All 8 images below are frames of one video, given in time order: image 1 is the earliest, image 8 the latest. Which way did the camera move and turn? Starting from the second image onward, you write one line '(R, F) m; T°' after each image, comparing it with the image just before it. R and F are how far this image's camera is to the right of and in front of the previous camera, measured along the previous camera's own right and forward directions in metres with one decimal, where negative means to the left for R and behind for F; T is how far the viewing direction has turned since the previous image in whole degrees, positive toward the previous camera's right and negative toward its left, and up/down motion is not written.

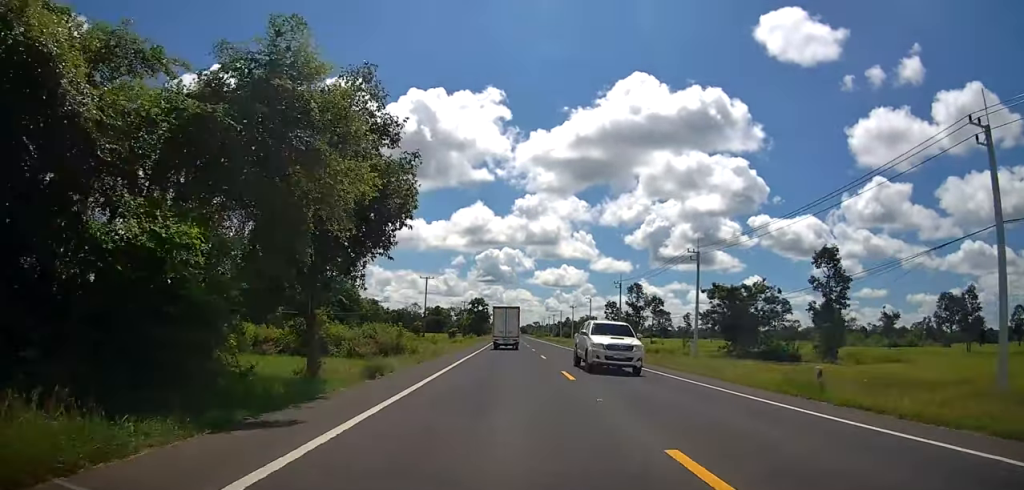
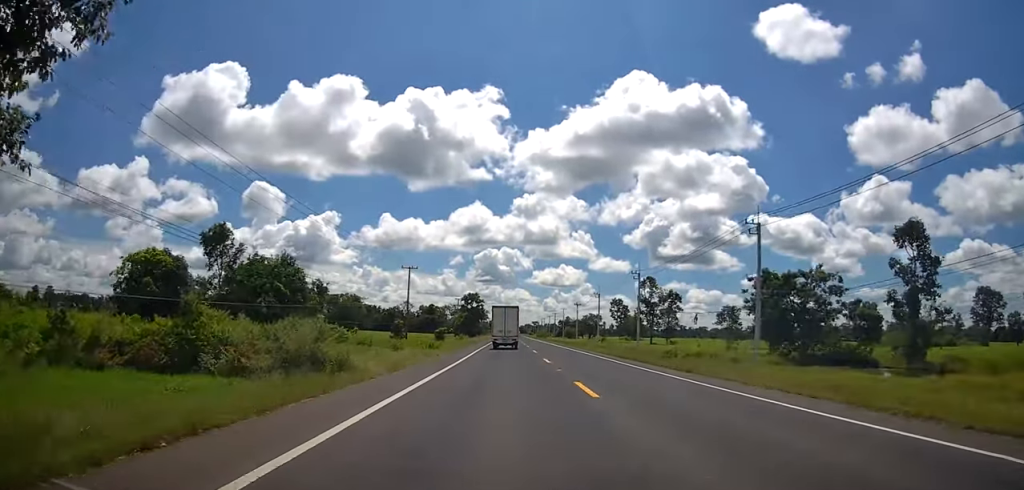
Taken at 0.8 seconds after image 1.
(0.0, +16.1) m; 0°
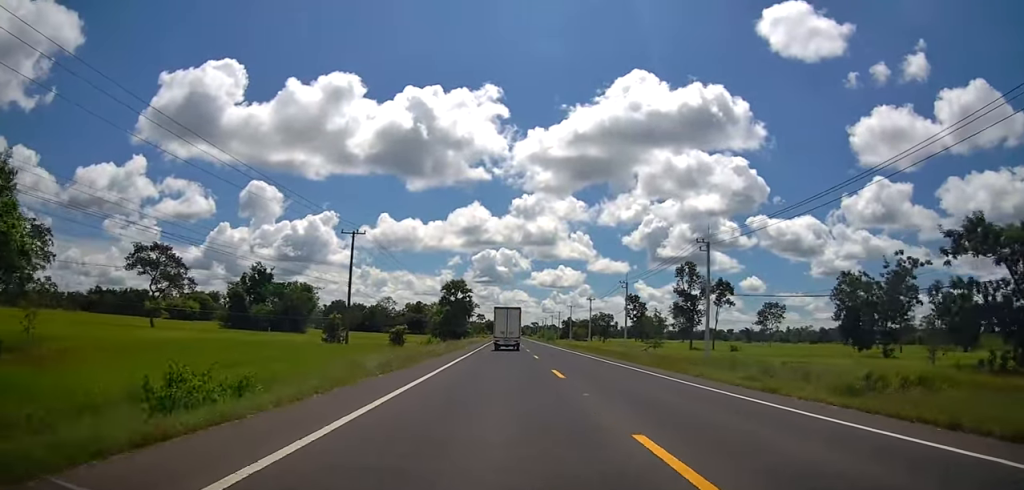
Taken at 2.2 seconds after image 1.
(0.0, +31.1) m; -1°
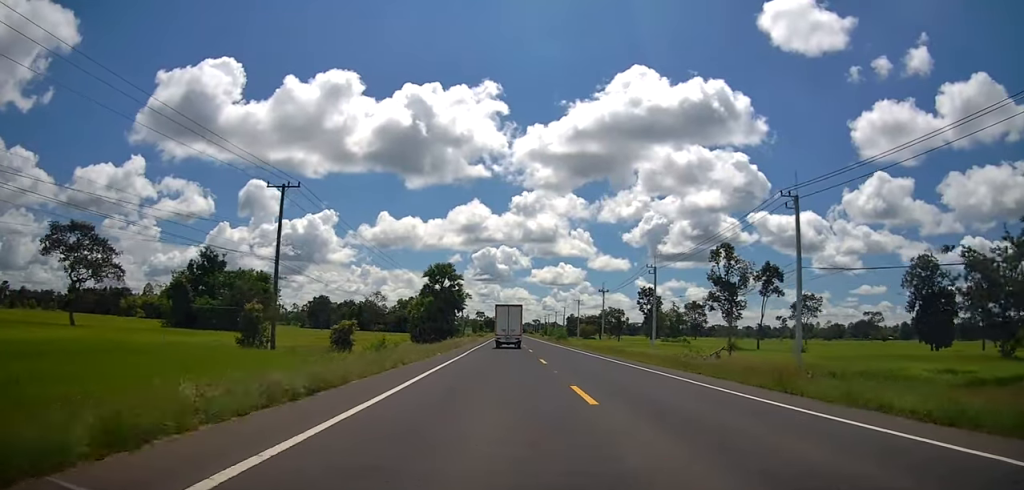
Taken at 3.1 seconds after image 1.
(-0.1, +18.6) m; -2°
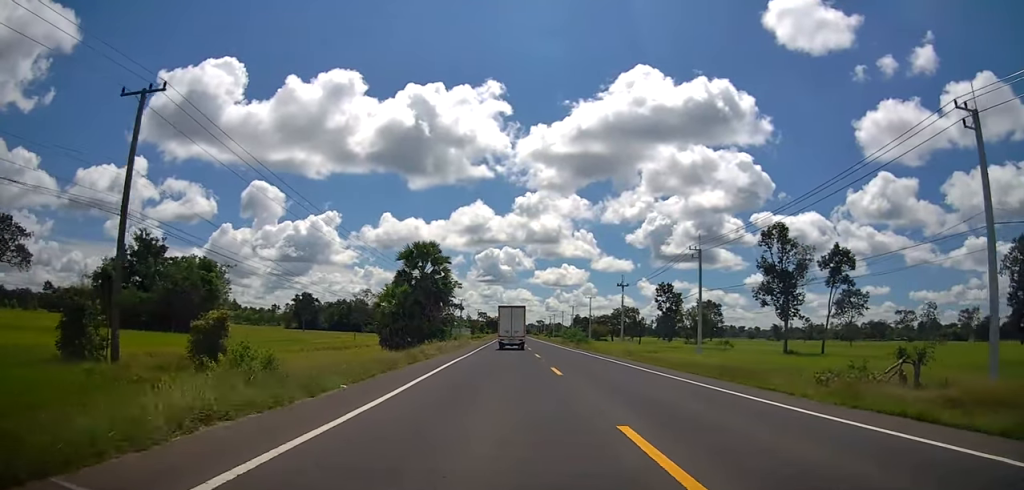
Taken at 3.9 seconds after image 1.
(-0.7, +17.1) m; 0°
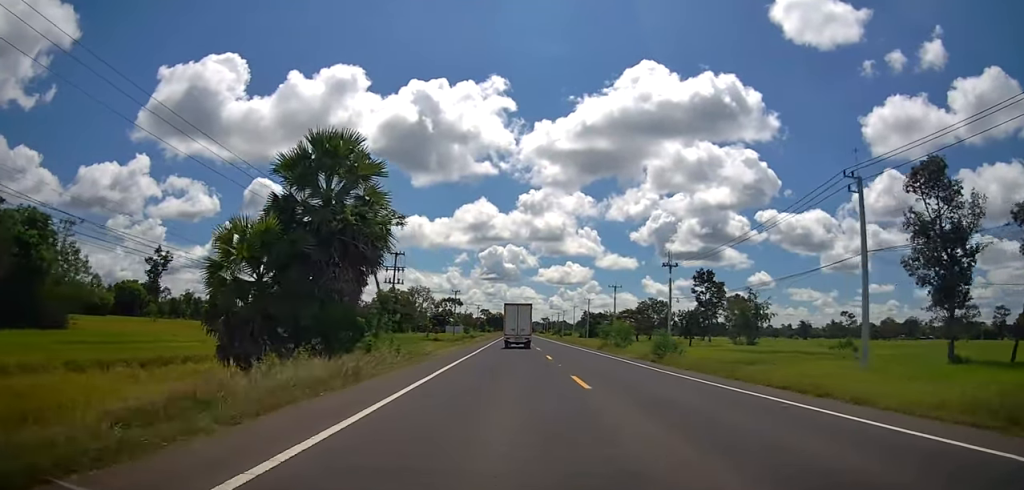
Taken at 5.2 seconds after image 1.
(+1.1, +28.3) m; +2°
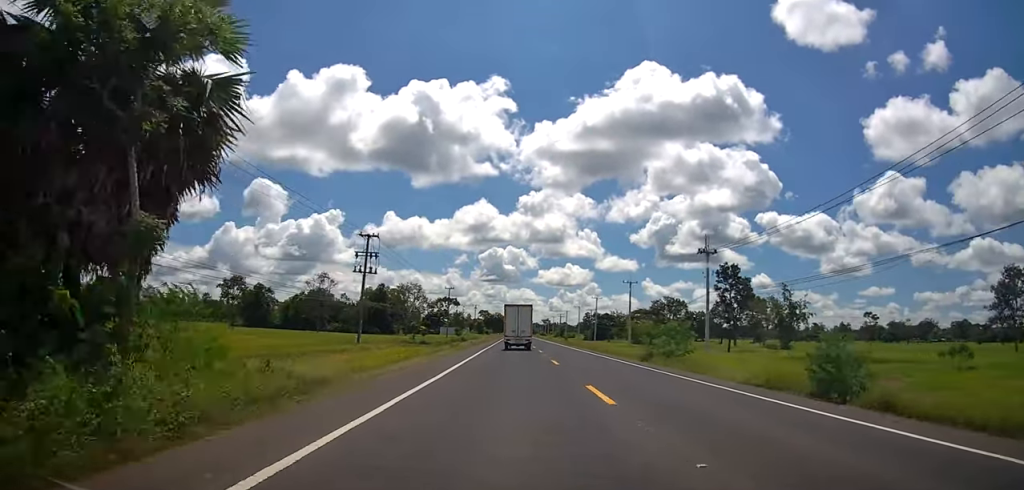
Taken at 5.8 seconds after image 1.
(0.0, +14.4) m; 0°
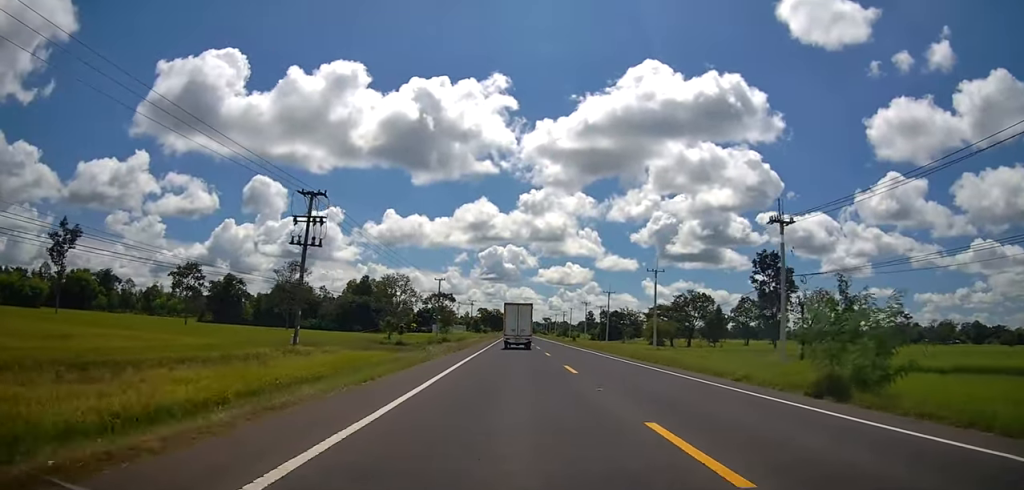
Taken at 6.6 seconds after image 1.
(0.0, +17.3) m; -2°
